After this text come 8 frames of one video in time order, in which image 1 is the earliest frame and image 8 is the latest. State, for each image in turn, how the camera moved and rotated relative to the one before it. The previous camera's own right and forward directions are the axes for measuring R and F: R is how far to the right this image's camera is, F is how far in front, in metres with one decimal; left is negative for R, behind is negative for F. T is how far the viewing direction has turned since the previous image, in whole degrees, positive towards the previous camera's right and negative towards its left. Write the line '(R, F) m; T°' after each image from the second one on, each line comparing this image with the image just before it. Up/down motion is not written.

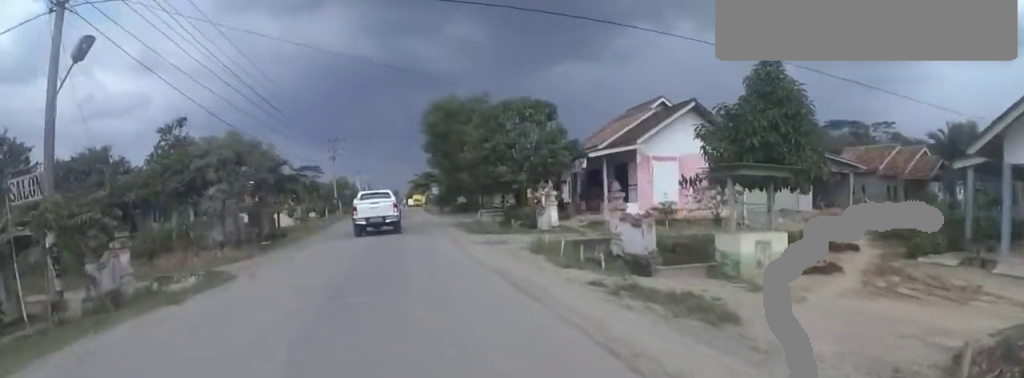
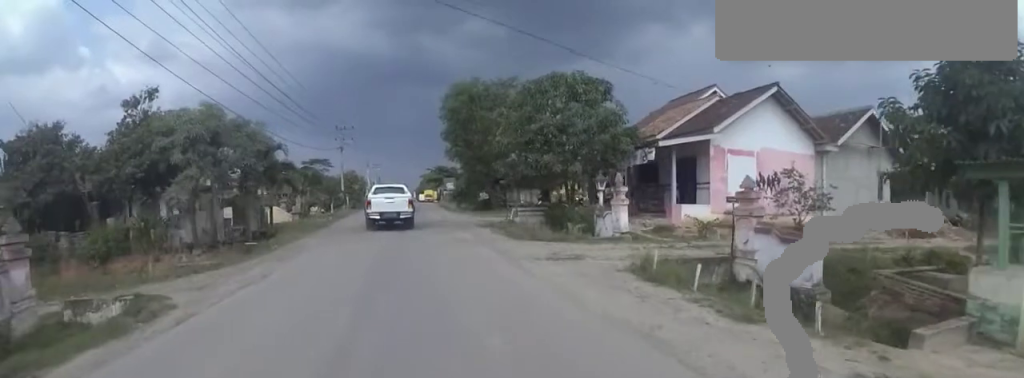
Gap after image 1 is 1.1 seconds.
(0.0, +4.9) m; 0°
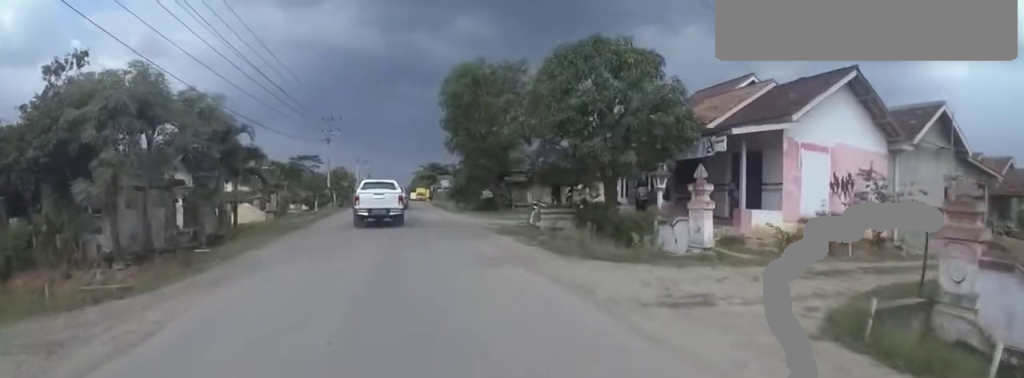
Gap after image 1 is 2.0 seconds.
(0.0, +3.9) m; 0°
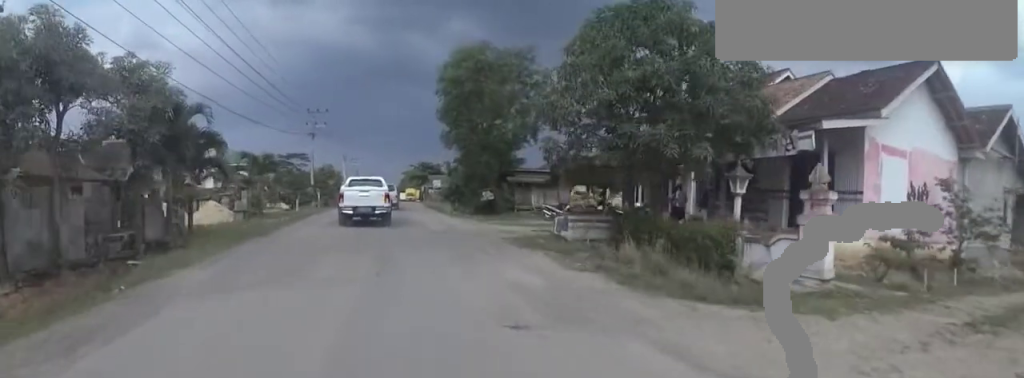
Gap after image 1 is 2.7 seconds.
(0.0, +2.9) m; 0°
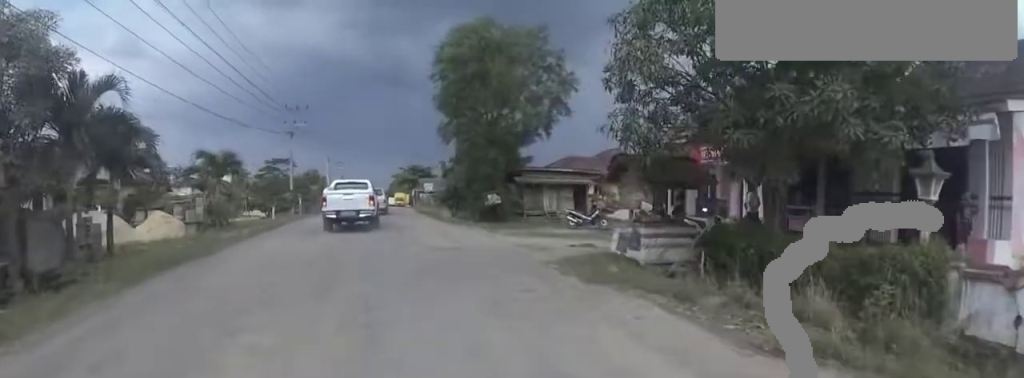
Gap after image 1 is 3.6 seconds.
(0.0, +3.6) m; 0°
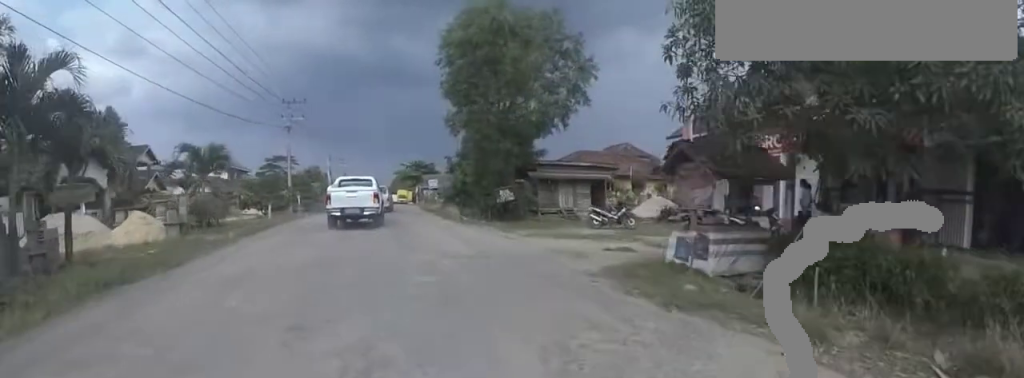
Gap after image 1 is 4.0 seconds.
(0.0, +1.7) m; 0°
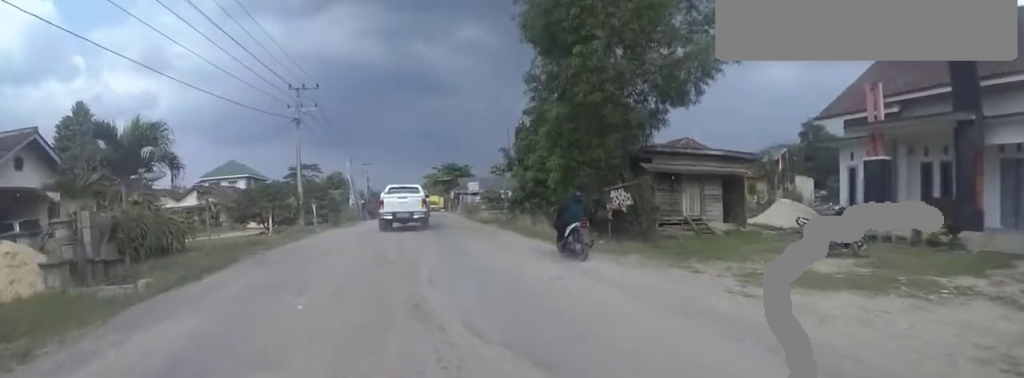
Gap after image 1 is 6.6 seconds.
(0.0, +8.5) m; +1°
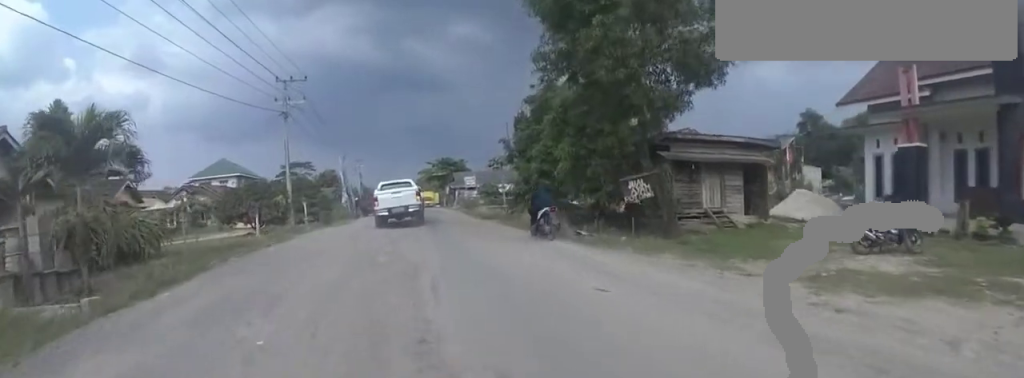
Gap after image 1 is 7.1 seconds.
(0.0, +1.4) m; +1°
